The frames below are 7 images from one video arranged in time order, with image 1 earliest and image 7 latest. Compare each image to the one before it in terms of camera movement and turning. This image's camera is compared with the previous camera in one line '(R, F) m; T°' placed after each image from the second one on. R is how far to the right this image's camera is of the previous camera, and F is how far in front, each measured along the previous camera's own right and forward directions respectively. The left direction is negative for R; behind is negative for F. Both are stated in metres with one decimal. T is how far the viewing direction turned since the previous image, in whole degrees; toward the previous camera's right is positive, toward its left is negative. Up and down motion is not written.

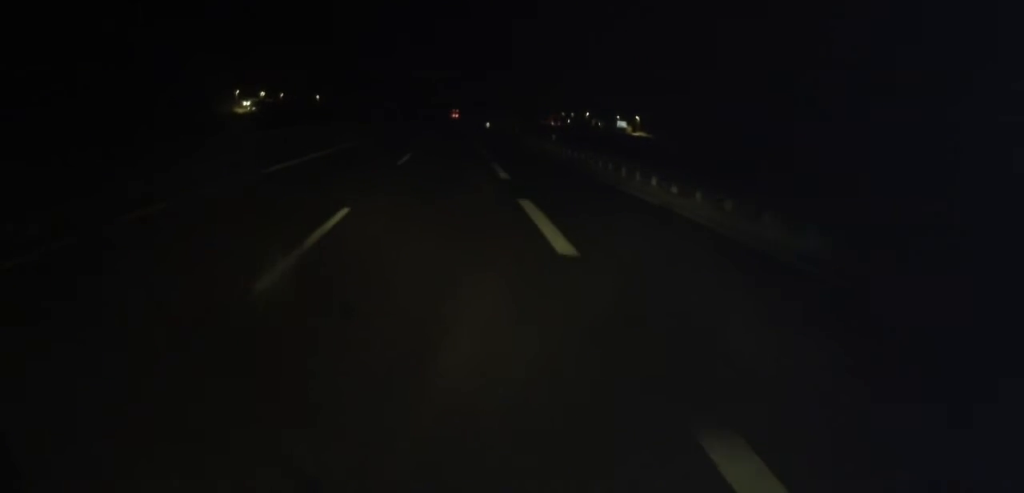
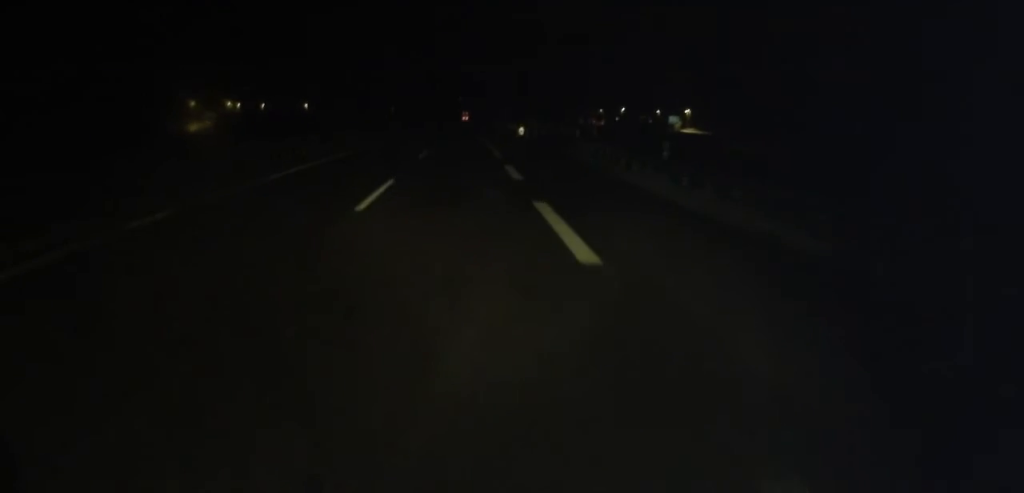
(-0.2, +47.9) m; -1°
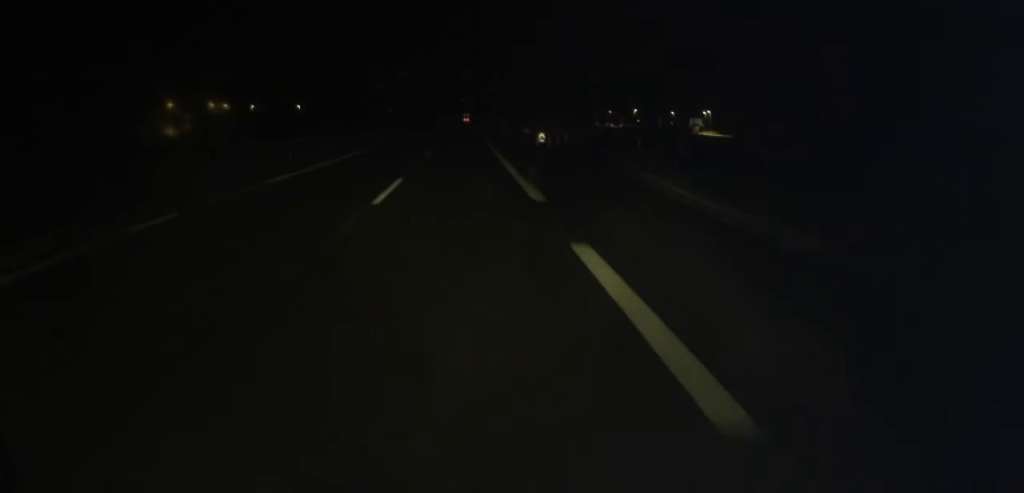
(-0.2, +16.4) m; 0°
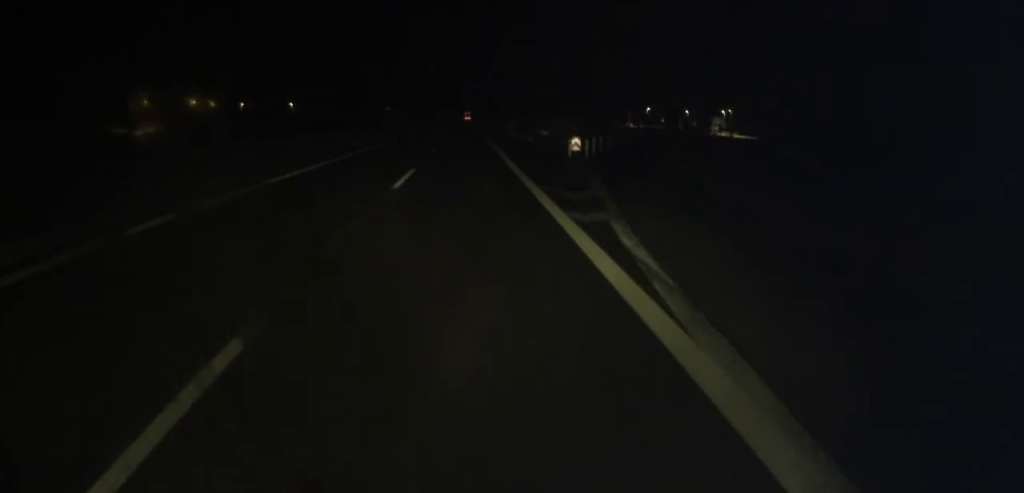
(-0.2, +14.9) m; 0°
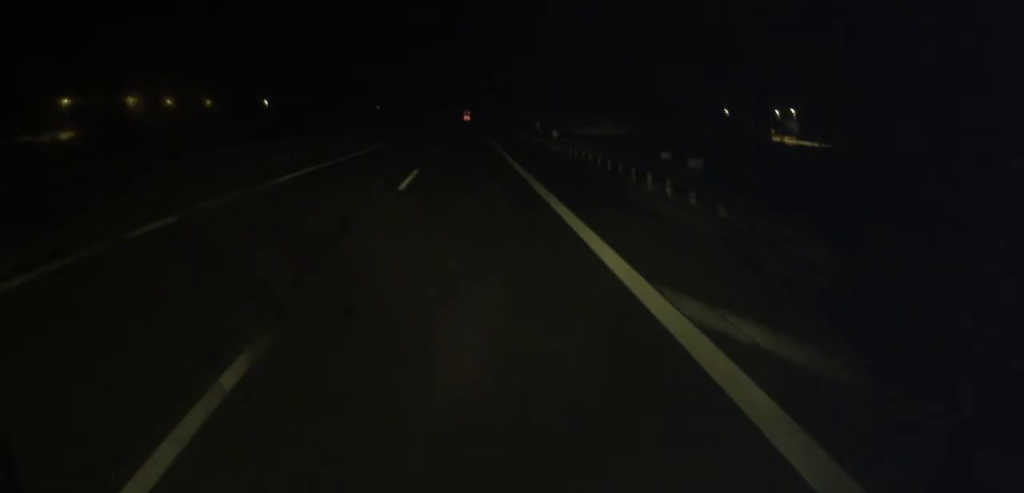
(+0.2, +36.1) m; -1°
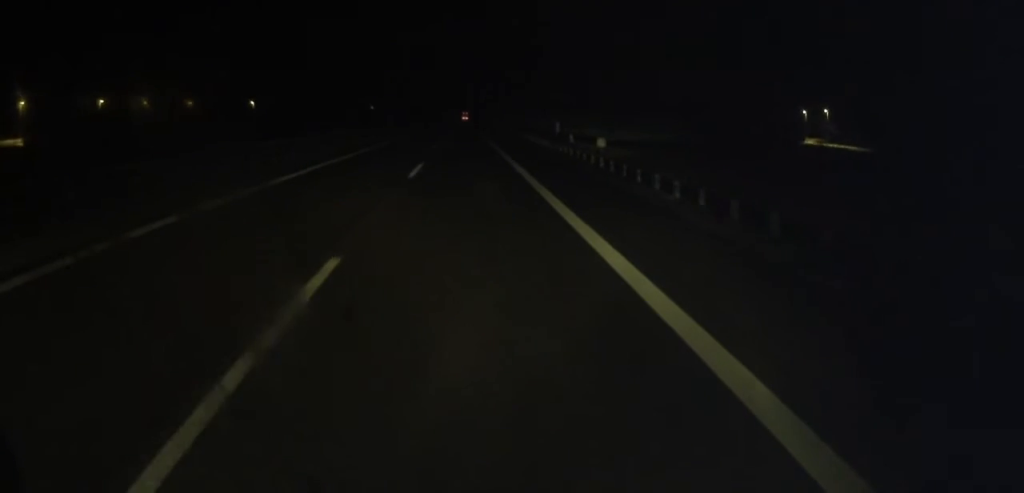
(-0.1, +14.9) m; 0°
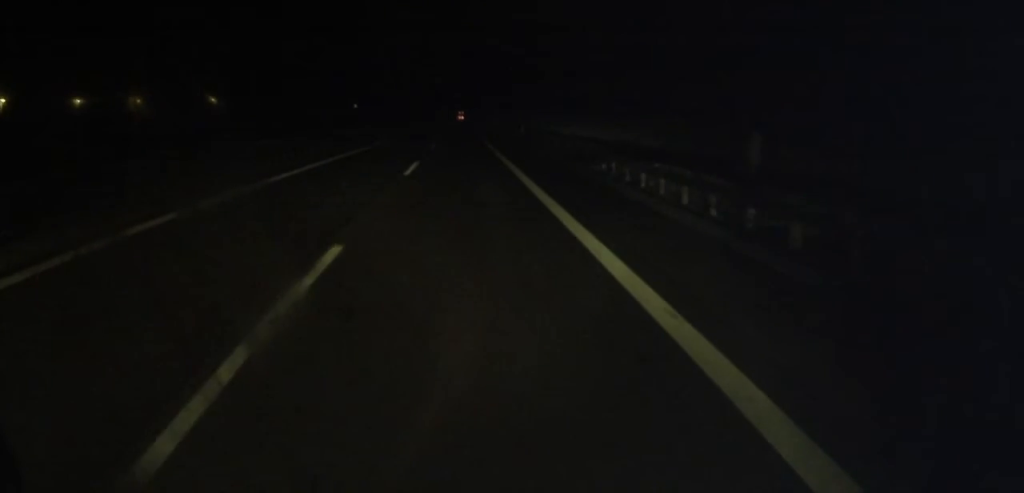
(+0.5, +35.4) m; +1°
